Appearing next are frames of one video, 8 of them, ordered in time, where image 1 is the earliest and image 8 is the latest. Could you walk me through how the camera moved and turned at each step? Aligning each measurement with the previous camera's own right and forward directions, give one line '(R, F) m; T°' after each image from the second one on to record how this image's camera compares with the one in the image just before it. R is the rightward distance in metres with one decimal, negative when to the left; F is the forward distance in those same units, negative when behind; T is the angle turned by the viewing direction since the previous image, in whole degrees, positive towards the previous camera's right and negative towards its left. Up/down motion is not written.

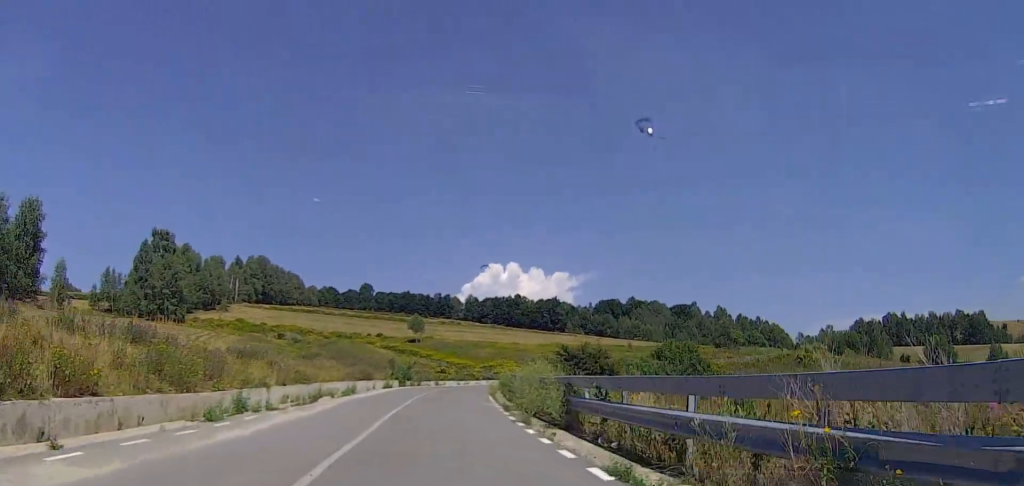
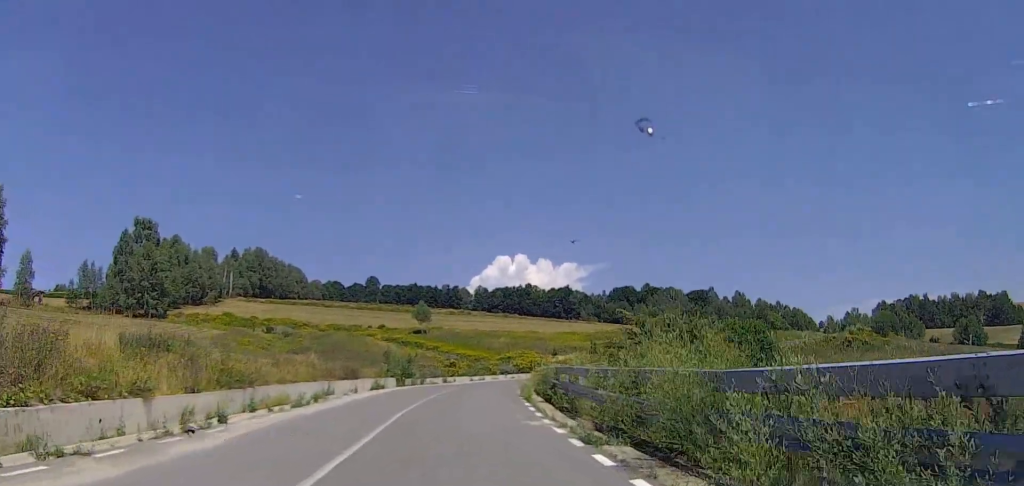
(-1.2, +11.6) m; -1°
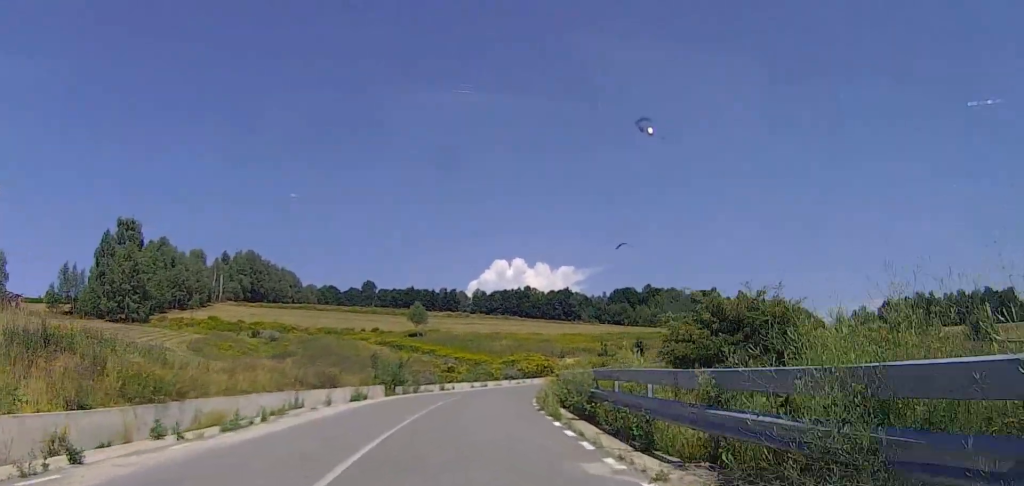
(+0.3, +6.1) m; +1°
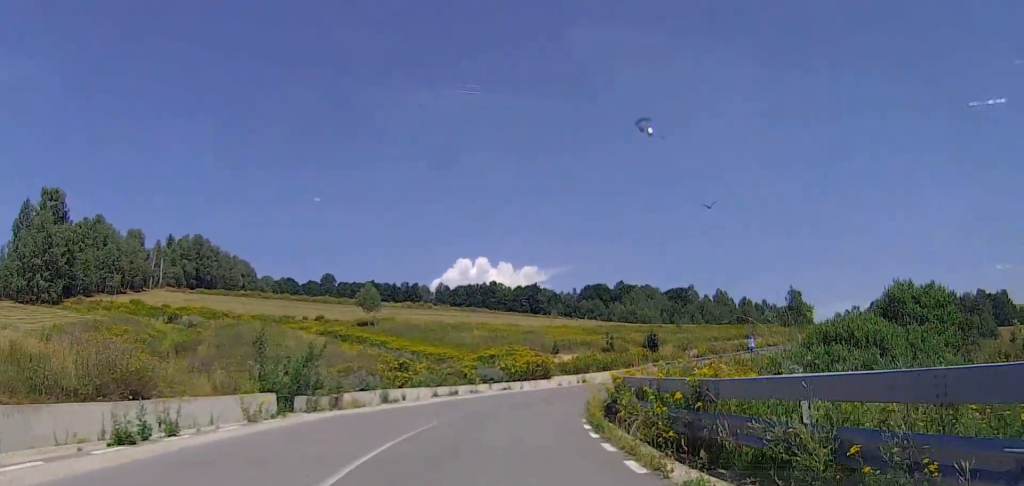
(+0.3, +16.8) m; +2°
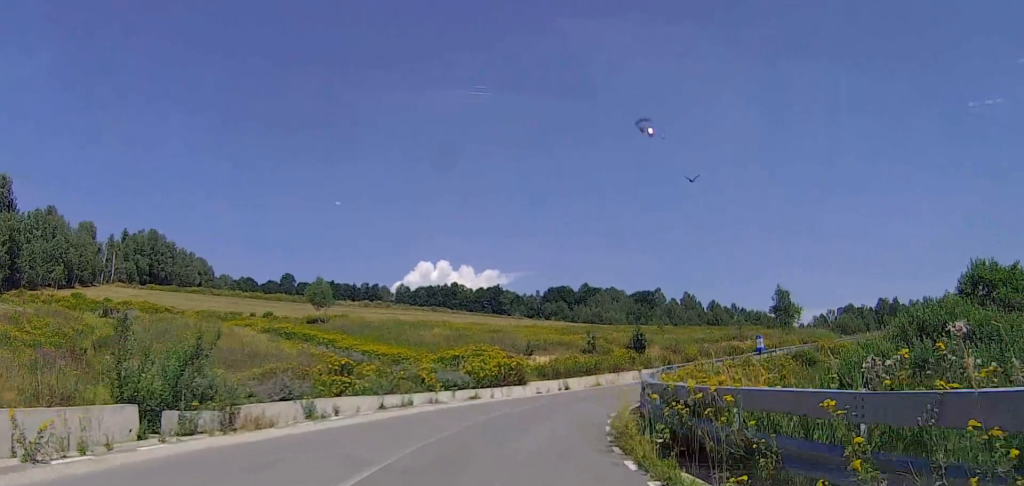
(0.0, +7.3) m; +4°
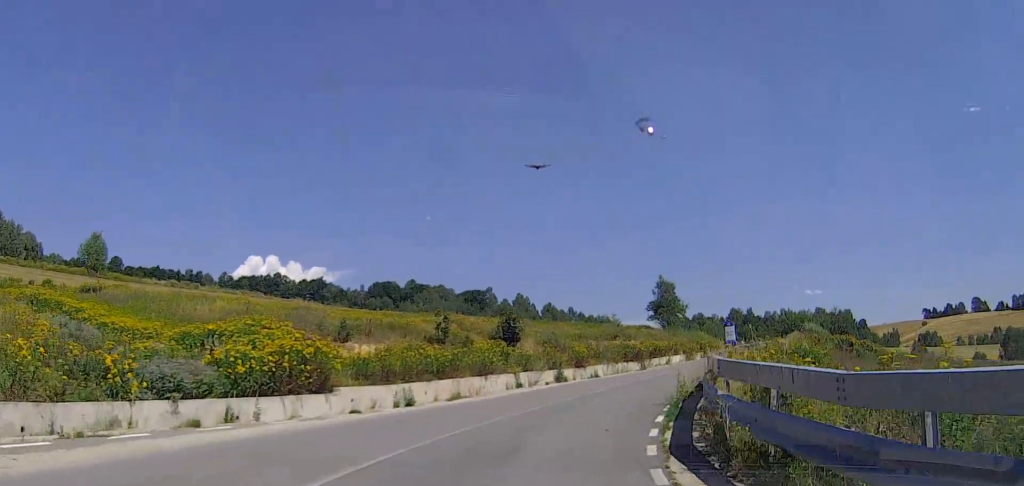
(+2.4, +16.2) m; +14°
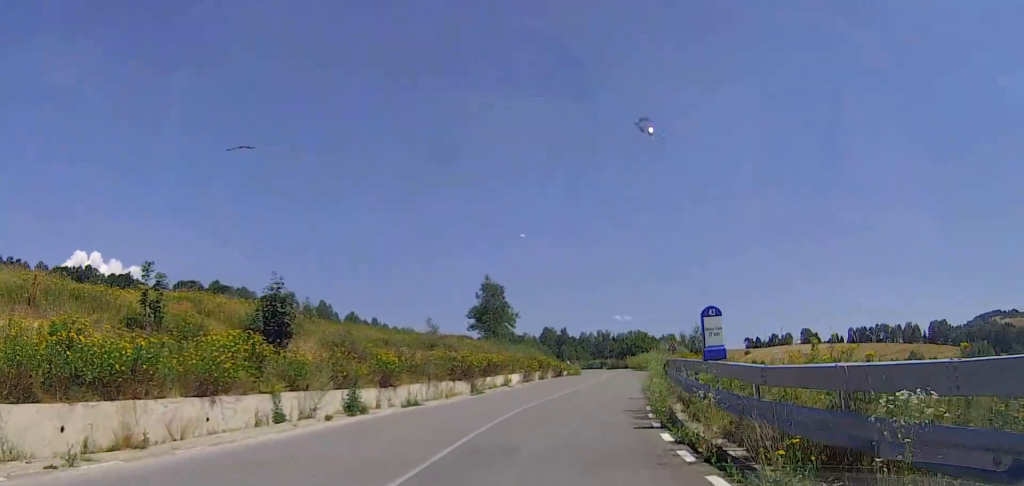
(+0.7, +13.8) m; +13°
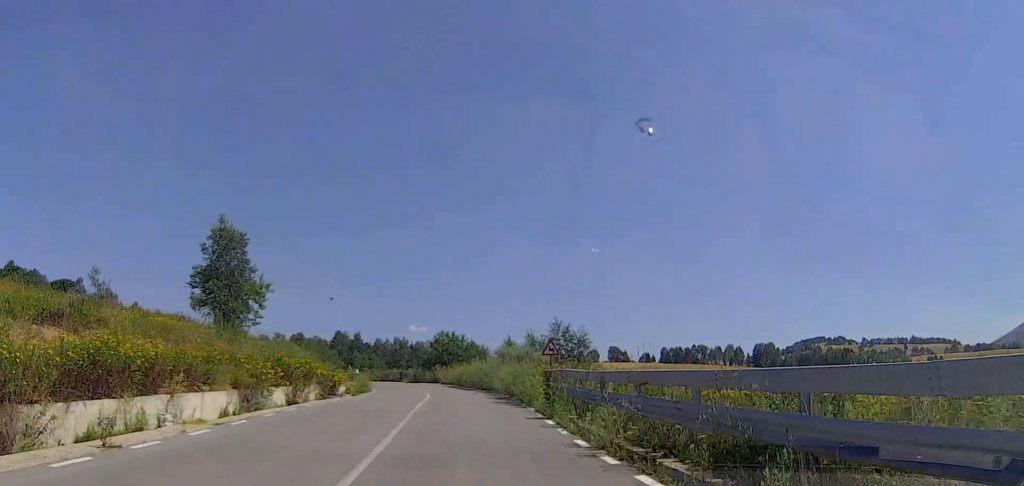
(+6.0, +23.1) m; +19°
